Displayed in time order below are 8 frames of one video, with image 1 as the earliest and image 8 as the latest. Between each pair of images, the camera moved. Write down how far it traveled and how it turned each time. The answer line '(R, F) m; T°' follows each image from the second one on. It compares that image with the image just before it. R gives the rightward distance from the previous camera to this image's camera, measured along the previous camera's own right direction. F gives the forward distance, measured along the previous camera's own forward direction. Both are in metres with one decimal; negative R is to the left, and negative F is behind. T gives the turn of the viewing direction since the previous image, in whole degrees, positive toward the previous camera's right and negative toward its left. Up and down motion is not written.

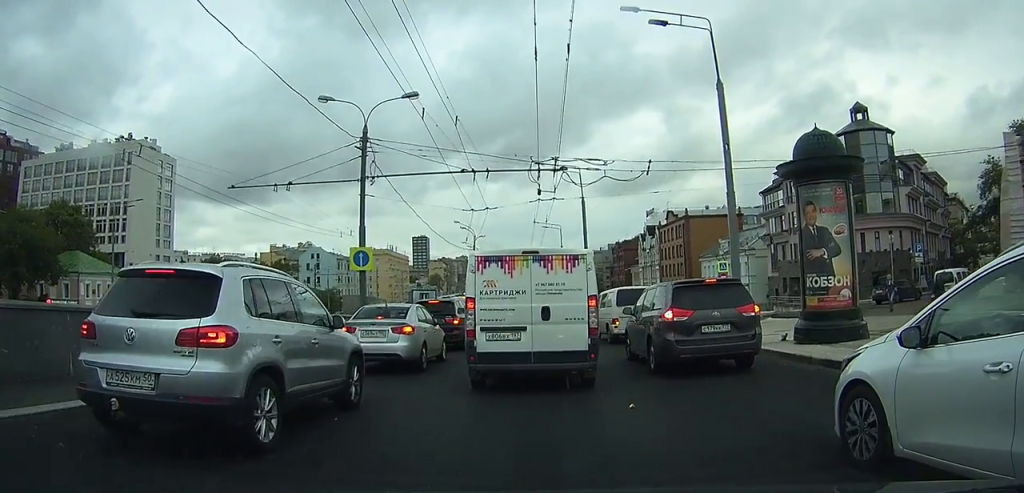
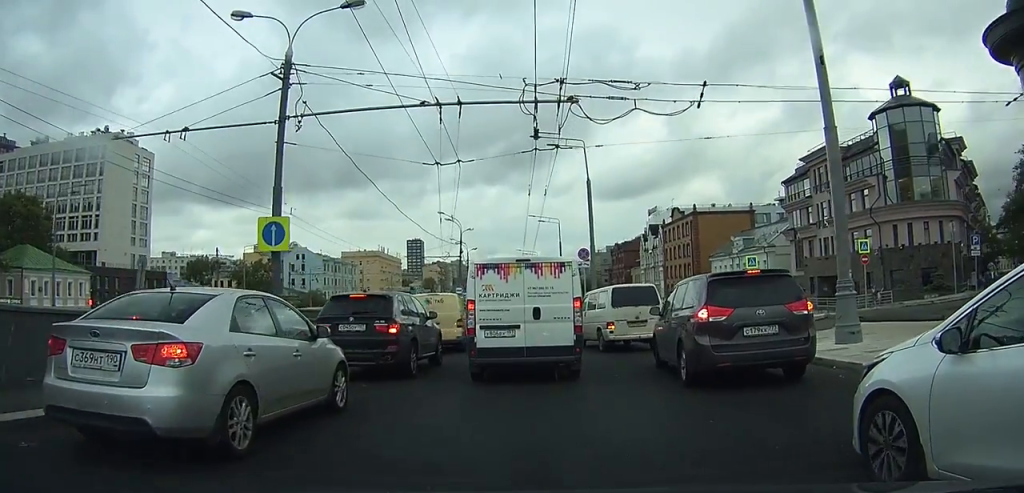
(0.0, +7.9) m; +1°
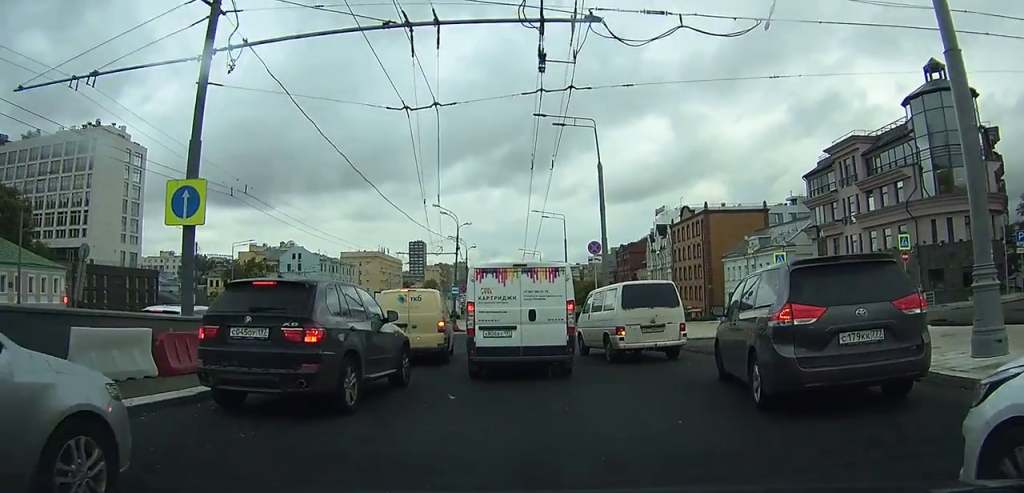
(+0.1, +4.3) m; +1°
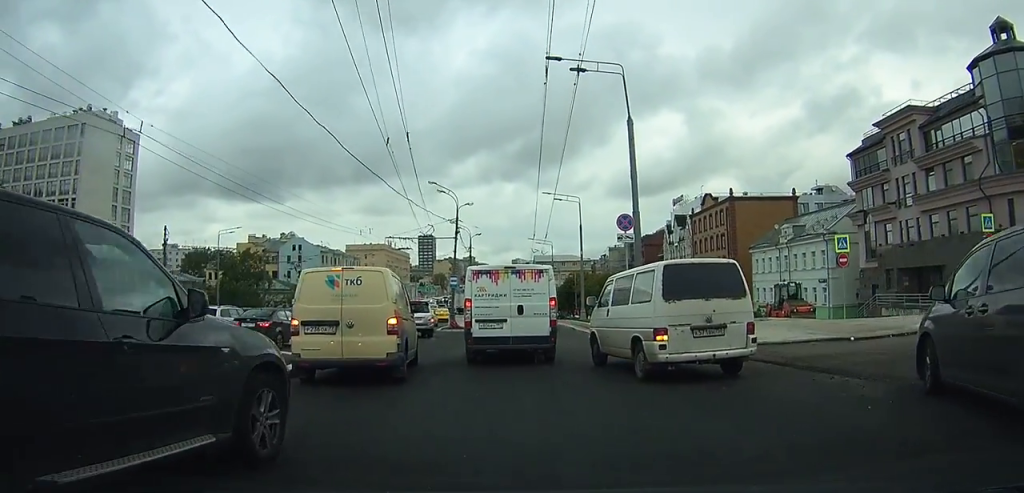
(0.0, +6.6) m; 0°
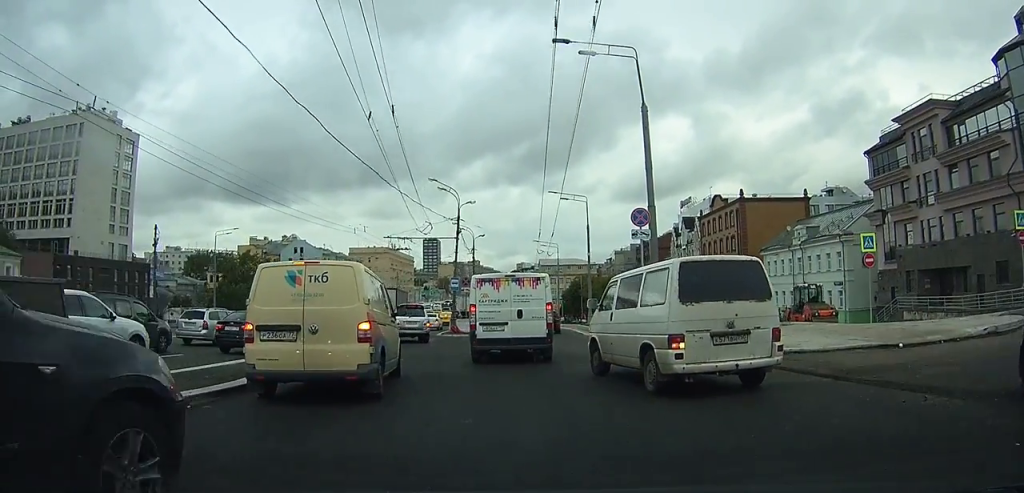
(0.0, +2.3) m; -1°
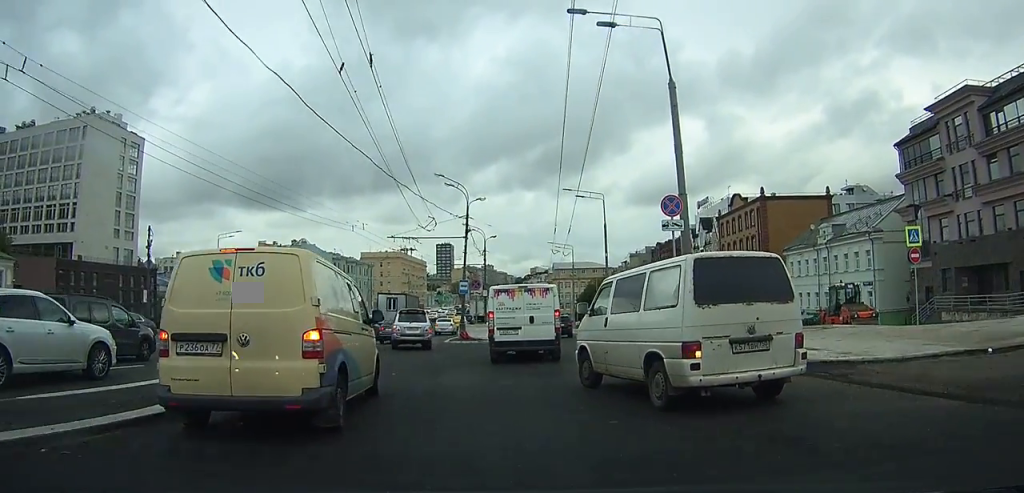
(0.0, +3.0) m; -1°
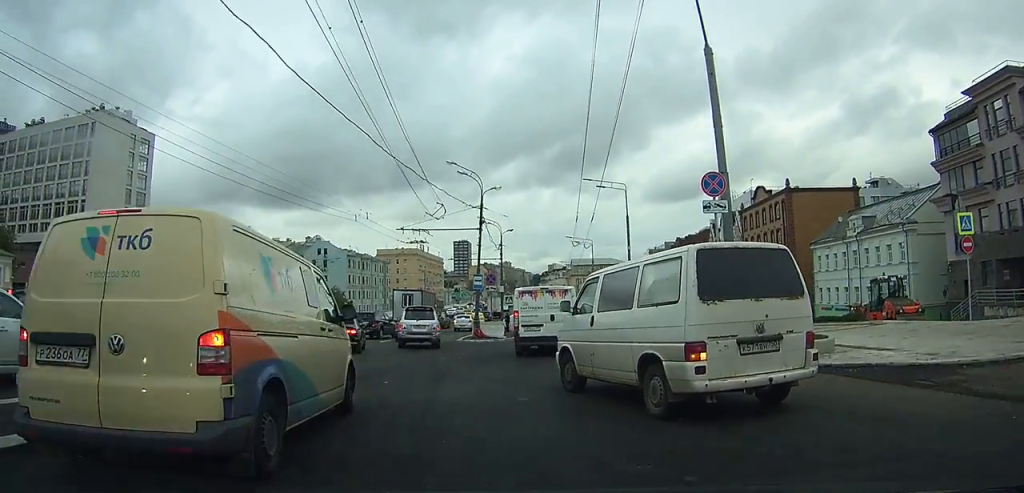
(-0.1, +2.5) m; -2°
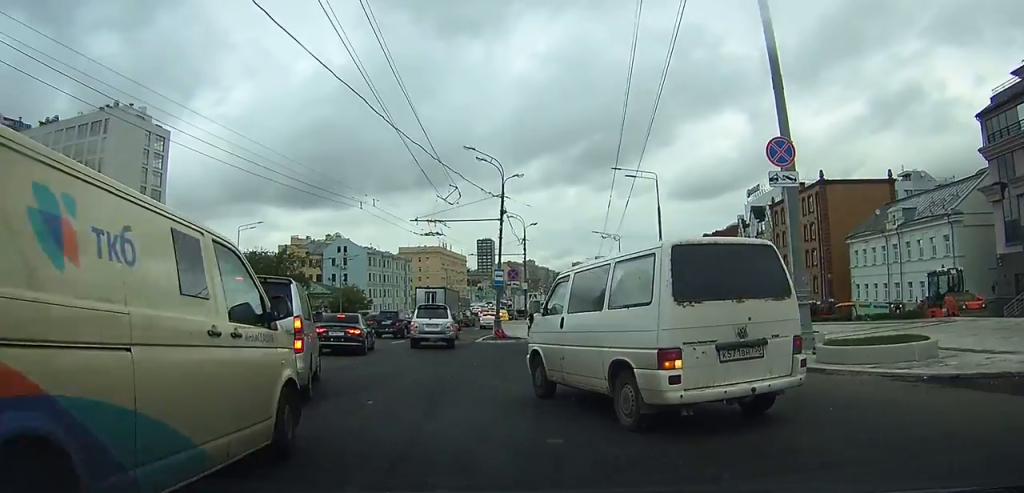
(0.0, +2.8) m; -3°
